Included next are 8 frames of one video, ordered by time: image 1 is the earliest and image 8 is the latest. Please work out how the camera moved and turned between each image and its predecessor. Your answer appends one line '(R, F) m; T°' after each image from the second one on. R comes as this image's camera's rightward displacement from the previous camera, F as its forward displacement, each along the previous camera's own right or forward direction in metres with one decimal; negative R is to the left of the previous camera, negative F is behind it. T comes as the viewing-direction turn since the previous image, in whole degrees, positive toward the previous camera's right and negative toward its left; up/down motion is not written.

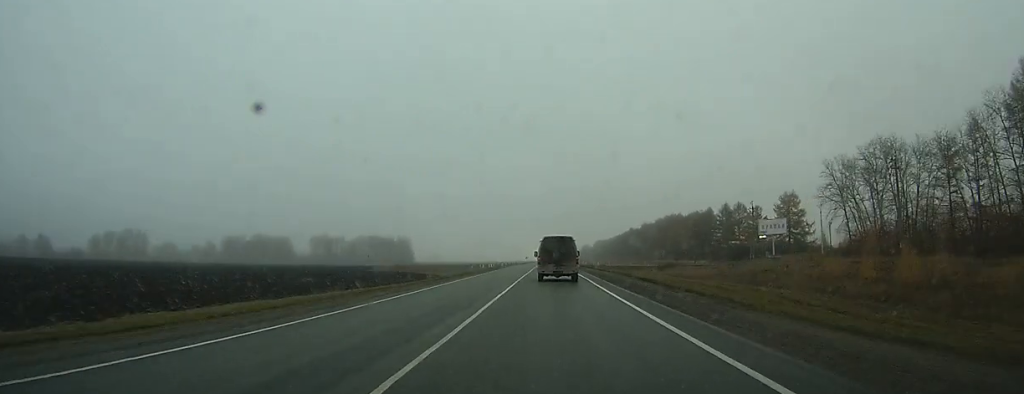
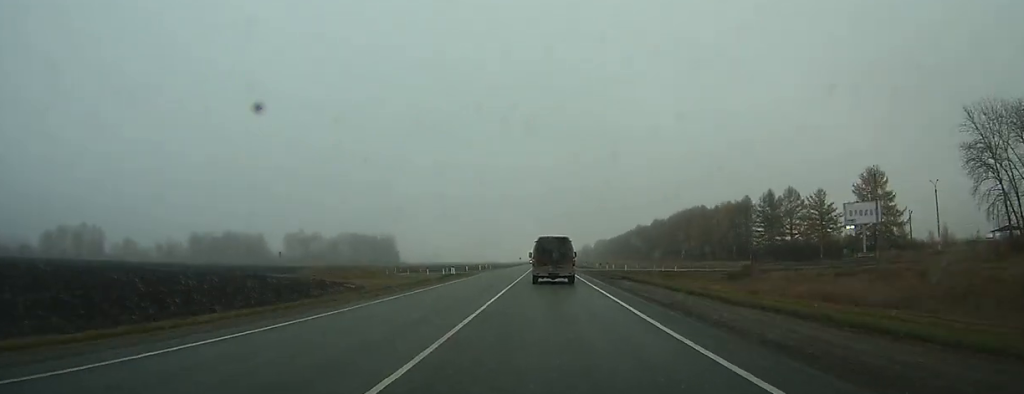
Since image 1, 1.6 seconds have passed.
(+0.2, +39.7) m; 0°
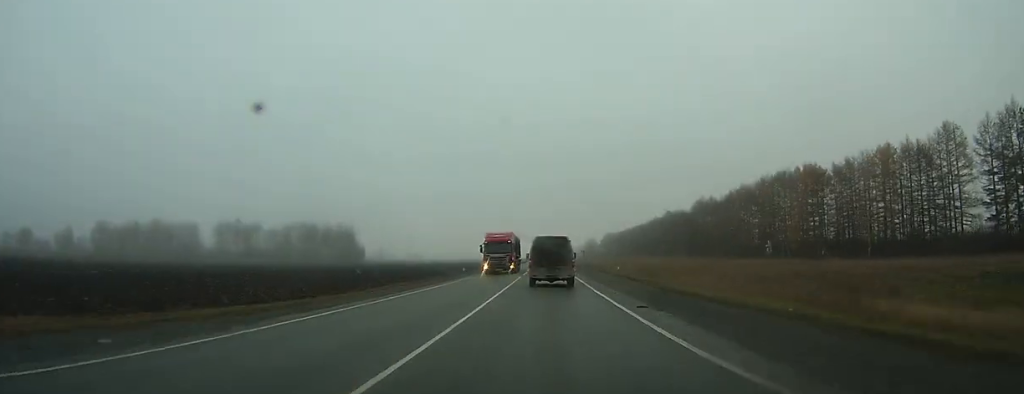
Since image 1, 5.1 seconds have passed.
(+0.2, +85.8) m; 0°
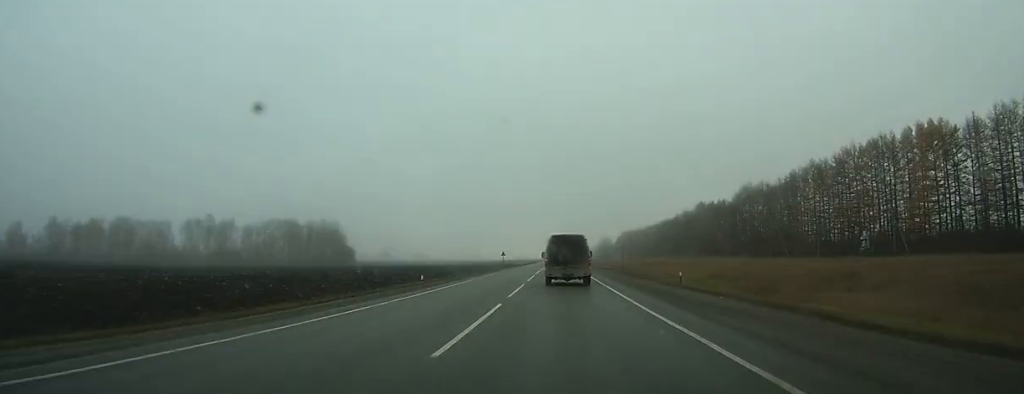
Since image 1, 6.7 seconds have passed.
(0.0, +38.1) m; 0°
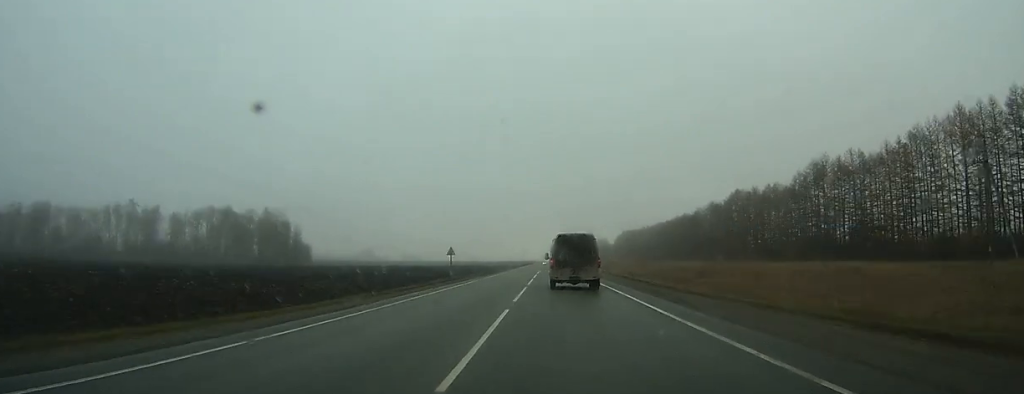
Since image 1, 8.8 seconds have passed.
(-0.2, +48.8) m; 0°
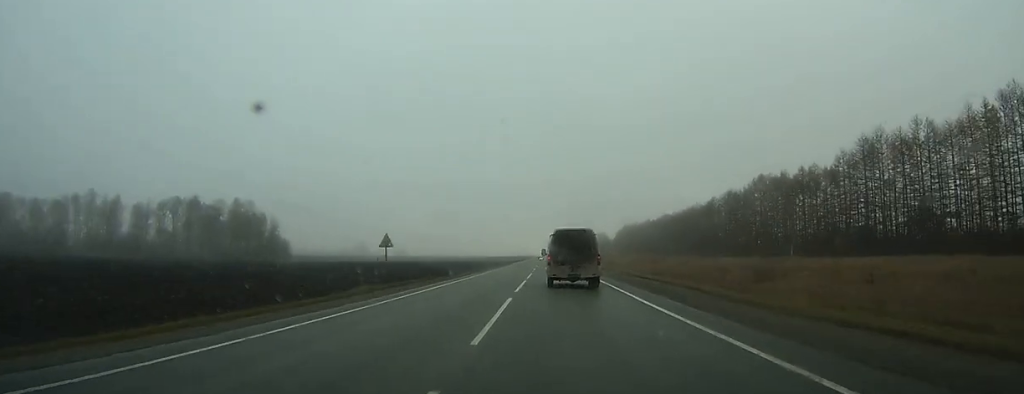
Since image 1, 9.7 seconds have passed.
(-0.1, +20.4) m; 0°
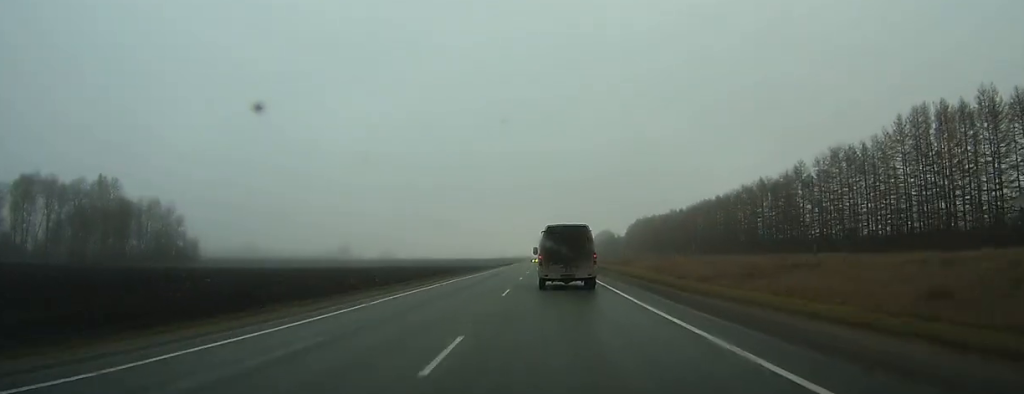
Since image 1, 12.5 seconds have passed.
(+0.4, +67.0) m; 0°
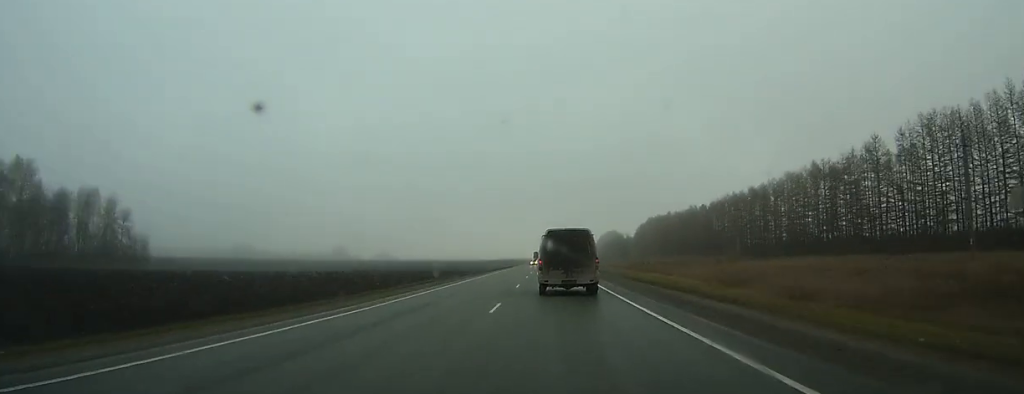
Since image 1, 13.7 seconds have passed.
(-0.1, +27.7) m; 0°
